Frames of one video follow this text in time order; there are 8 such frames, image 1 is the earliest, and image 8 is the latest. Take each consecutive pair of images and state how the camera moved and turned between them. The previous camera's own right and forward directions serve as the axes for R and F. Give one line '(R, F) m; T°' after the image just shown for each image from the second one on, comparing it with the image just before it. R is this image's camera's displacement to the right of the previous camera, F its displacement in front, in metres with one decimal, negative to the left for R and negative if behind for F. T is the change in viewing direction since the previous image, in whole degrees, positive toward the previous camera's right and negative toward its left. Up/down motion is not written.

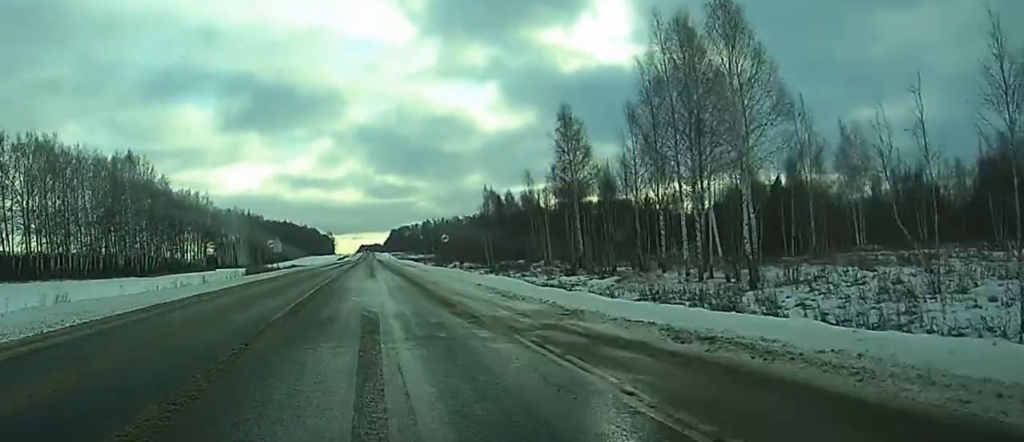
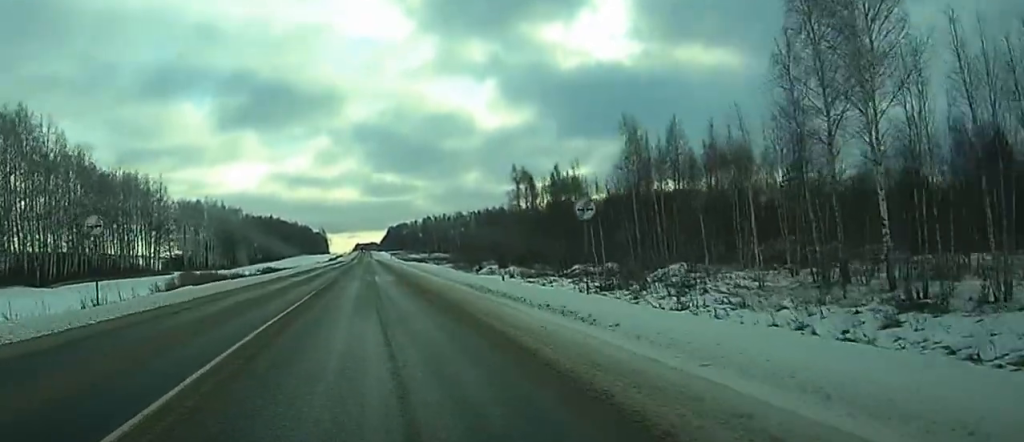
(+0.1, +49.3) m; 0°
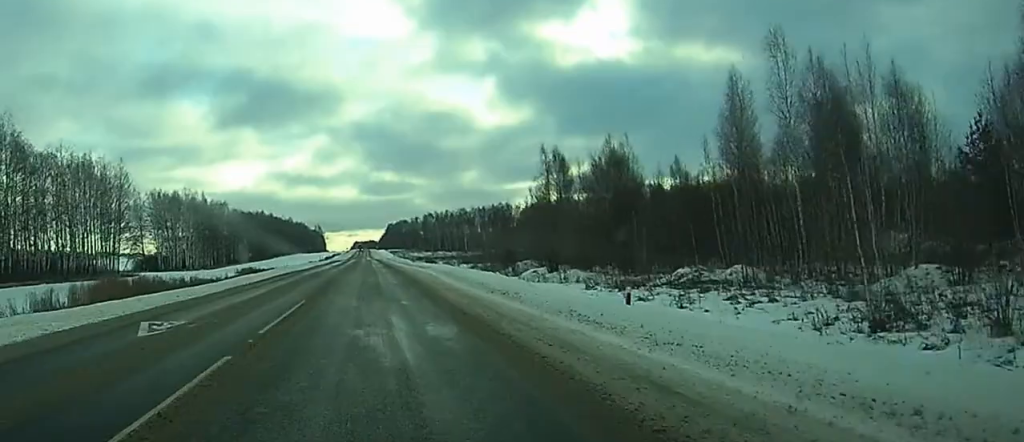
(+0.1, +28.1) m; +1°
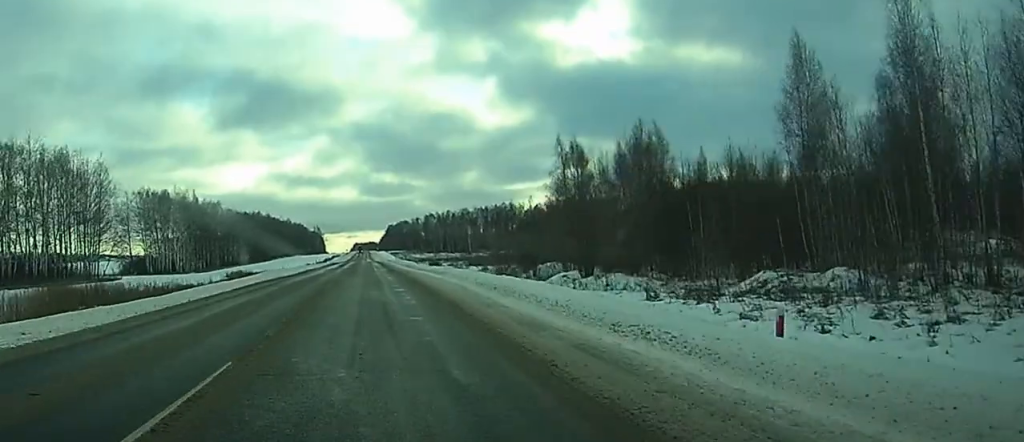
(+0.1, +11.4) m; 0°
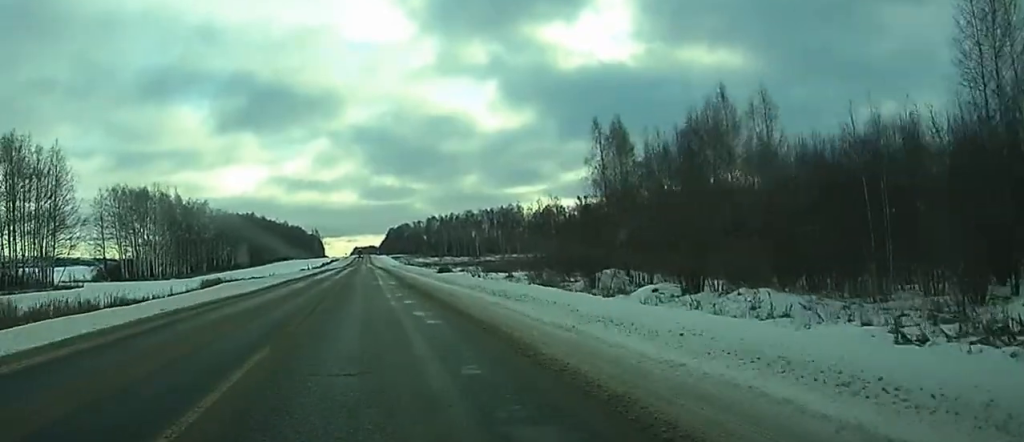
(0.0, +21.7) m; -1°
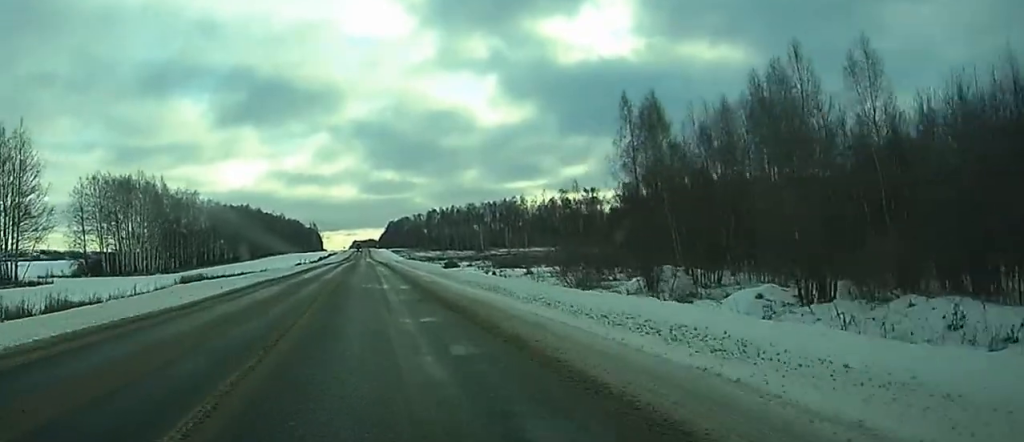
(-0.4, +14.9) m; -1°
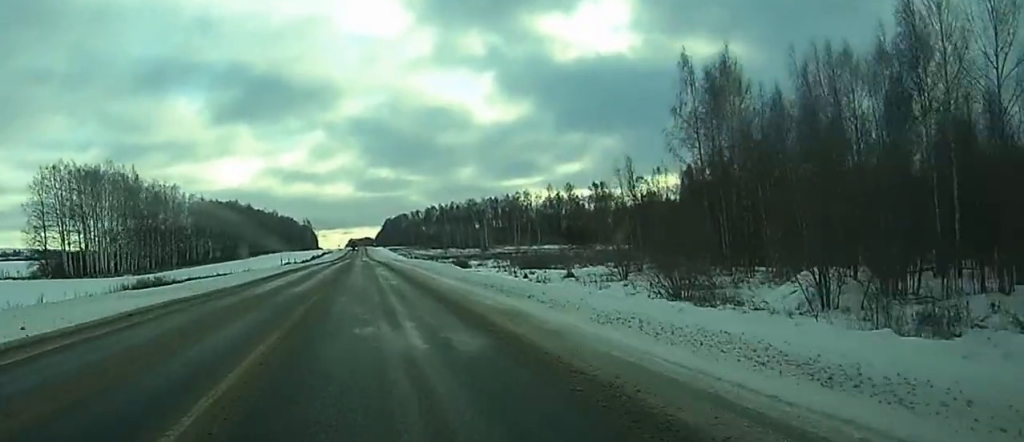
(+0.3, +23.6) m; +1°
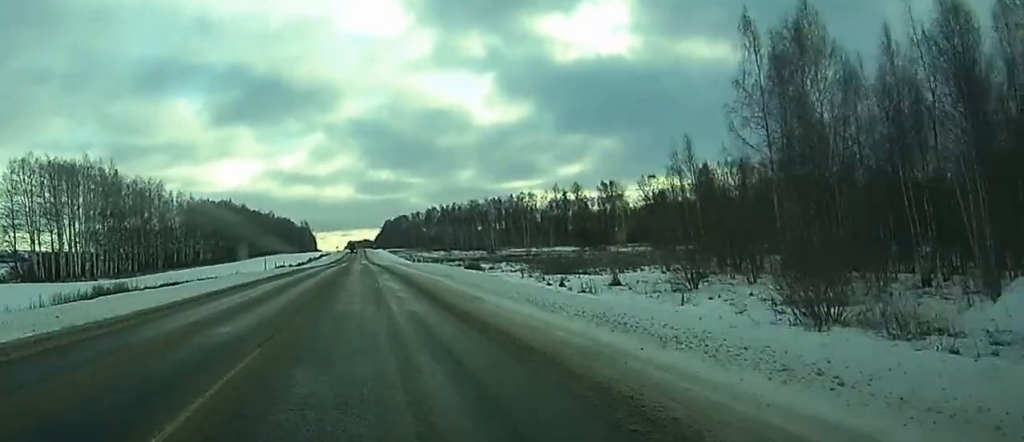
(+0.1, +15.8) m; 0°
